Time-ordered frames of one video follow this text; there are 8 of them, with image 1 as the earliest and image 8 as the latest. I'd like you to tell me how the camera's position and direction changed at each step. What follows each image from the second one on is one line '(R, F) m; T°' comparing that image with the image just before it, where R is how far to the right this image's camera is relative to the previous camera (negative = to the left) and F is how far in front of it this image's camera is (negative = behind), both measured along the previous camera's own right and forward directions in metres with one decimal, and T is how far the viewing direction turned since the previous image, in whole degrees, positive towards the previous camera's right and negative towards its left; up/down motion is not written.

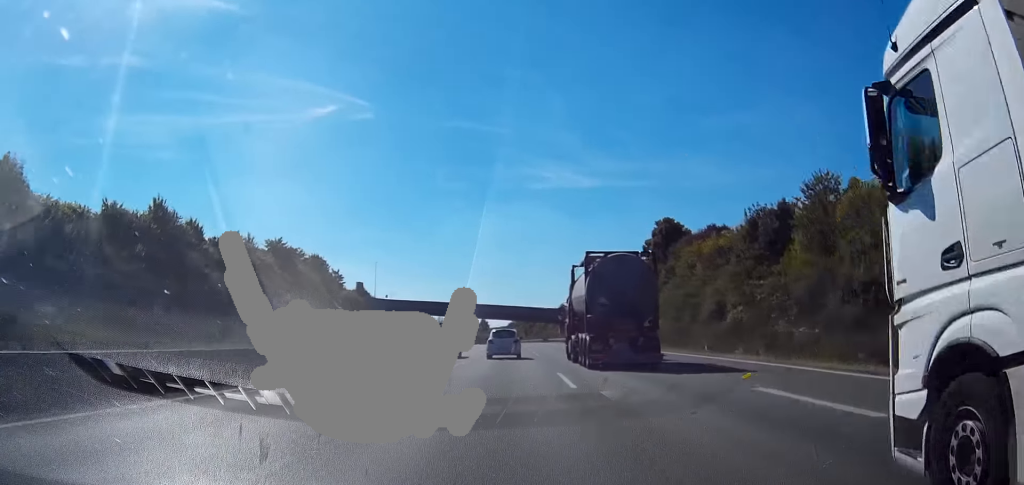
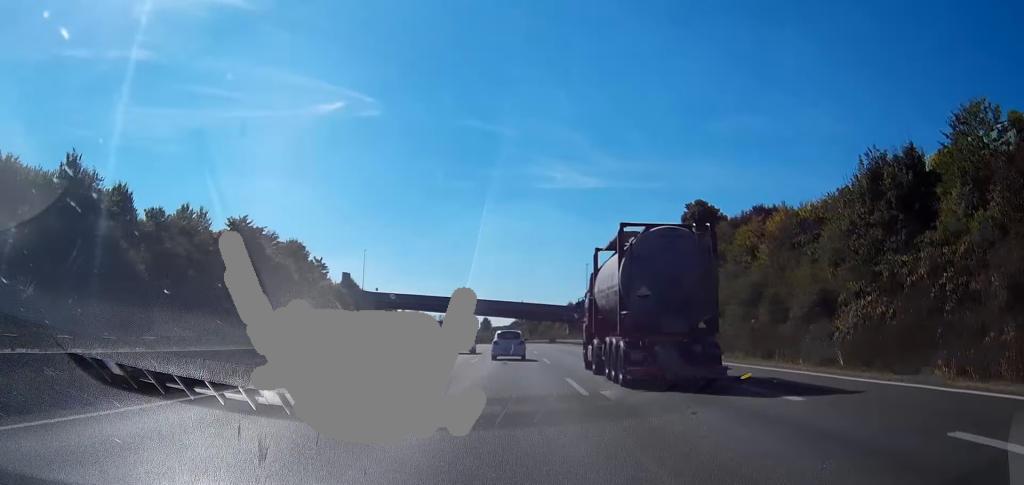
(0.0, +19.4) m; 0°
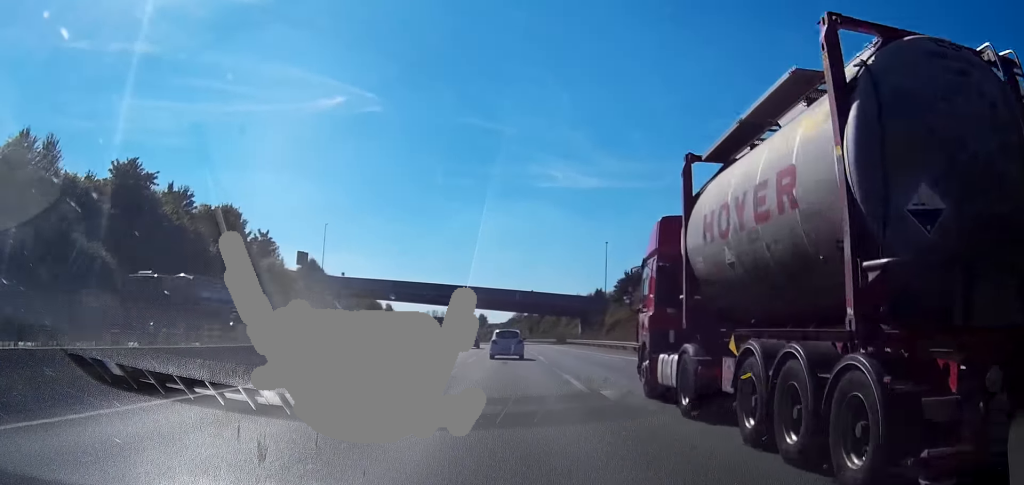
(+0.1, +34.1) m; 0°
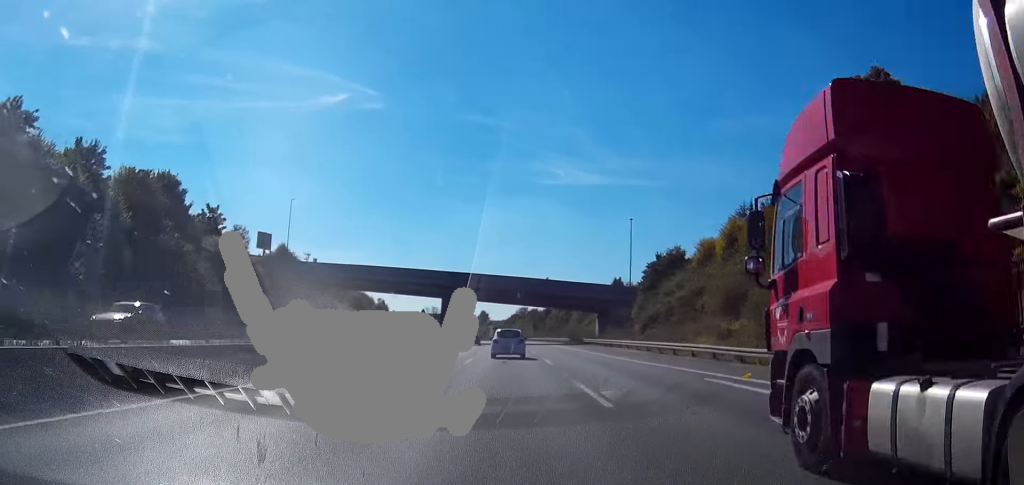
(0.0, +22.5) m; 0°
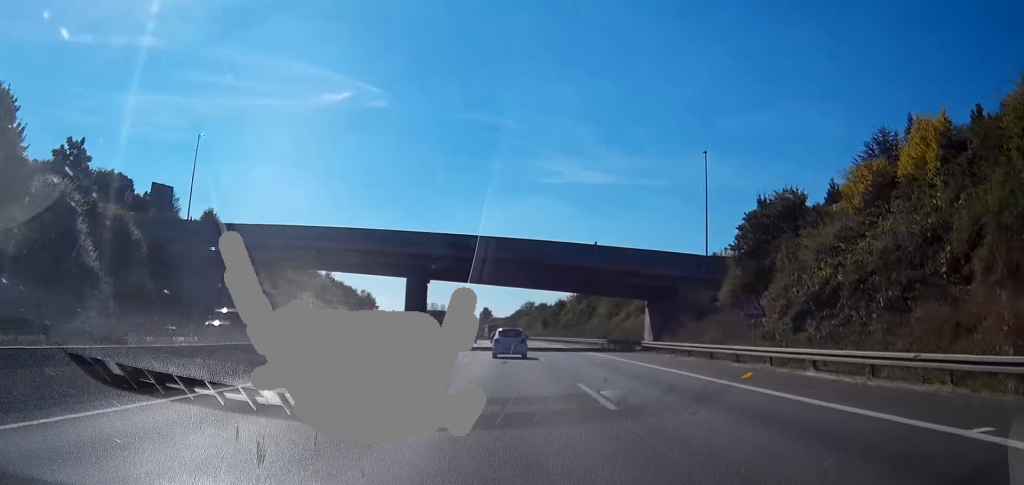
(-0.2, +36.5) m; 0°
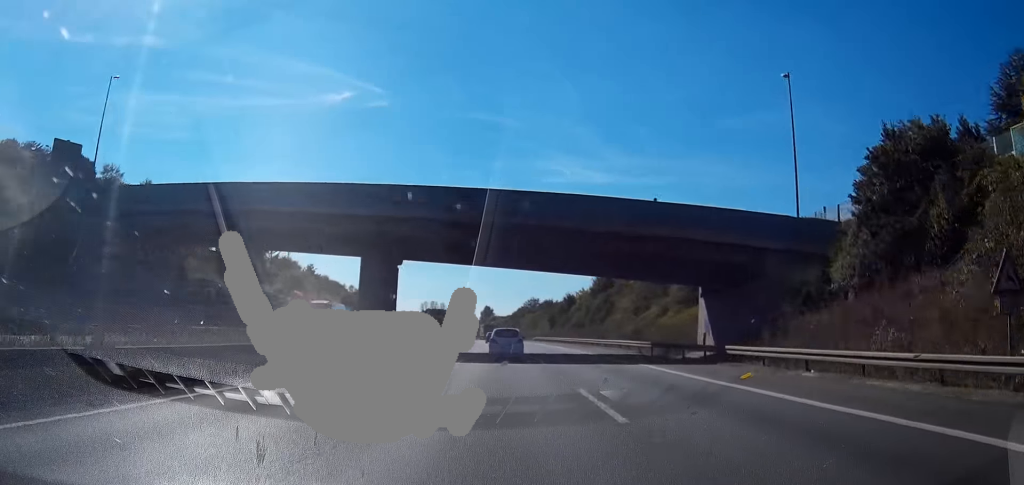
(0.0, +19.8) m; 0°
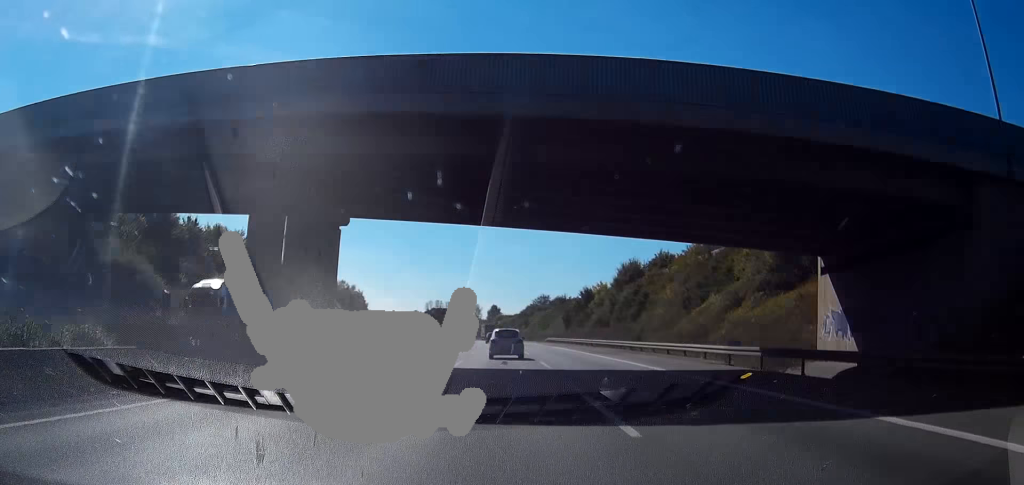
(+0.1, +20.0) m; 0°
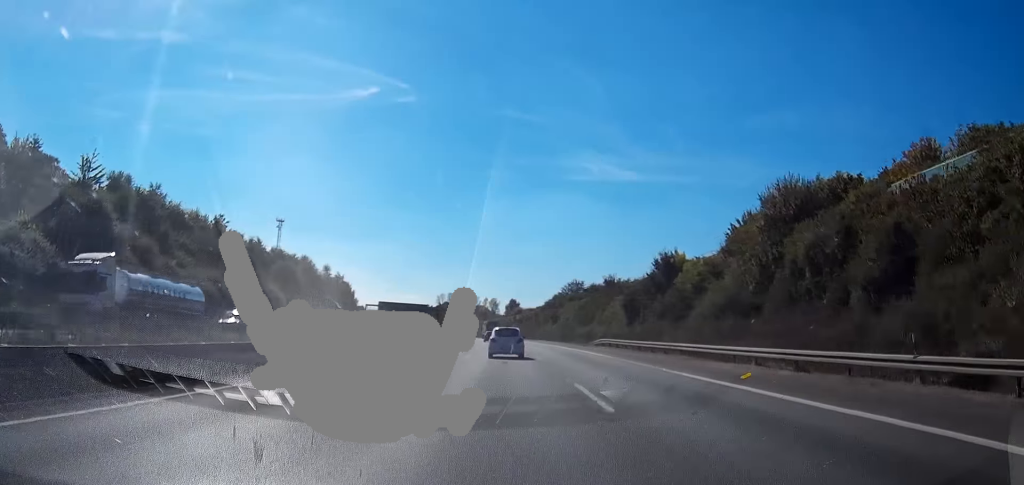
(-0.6, +51.1) m; -1°
